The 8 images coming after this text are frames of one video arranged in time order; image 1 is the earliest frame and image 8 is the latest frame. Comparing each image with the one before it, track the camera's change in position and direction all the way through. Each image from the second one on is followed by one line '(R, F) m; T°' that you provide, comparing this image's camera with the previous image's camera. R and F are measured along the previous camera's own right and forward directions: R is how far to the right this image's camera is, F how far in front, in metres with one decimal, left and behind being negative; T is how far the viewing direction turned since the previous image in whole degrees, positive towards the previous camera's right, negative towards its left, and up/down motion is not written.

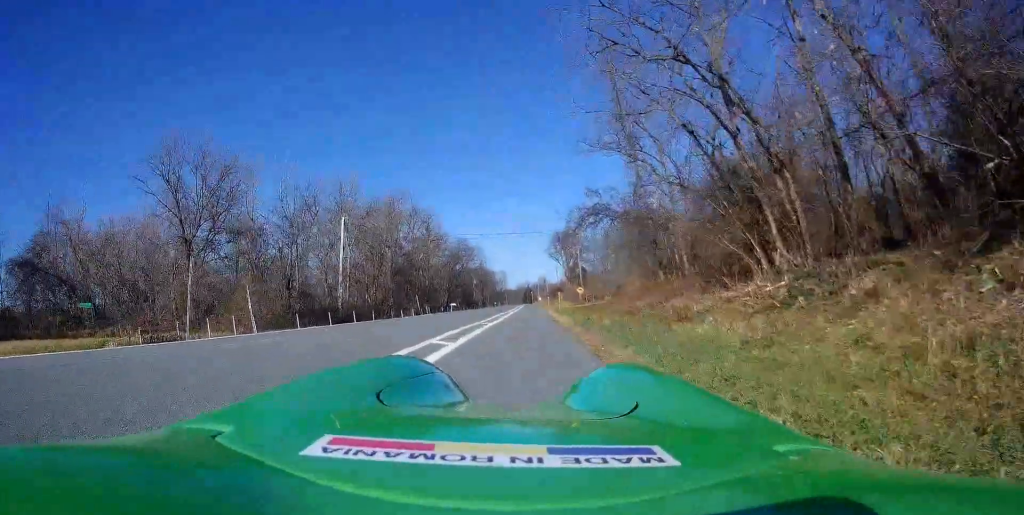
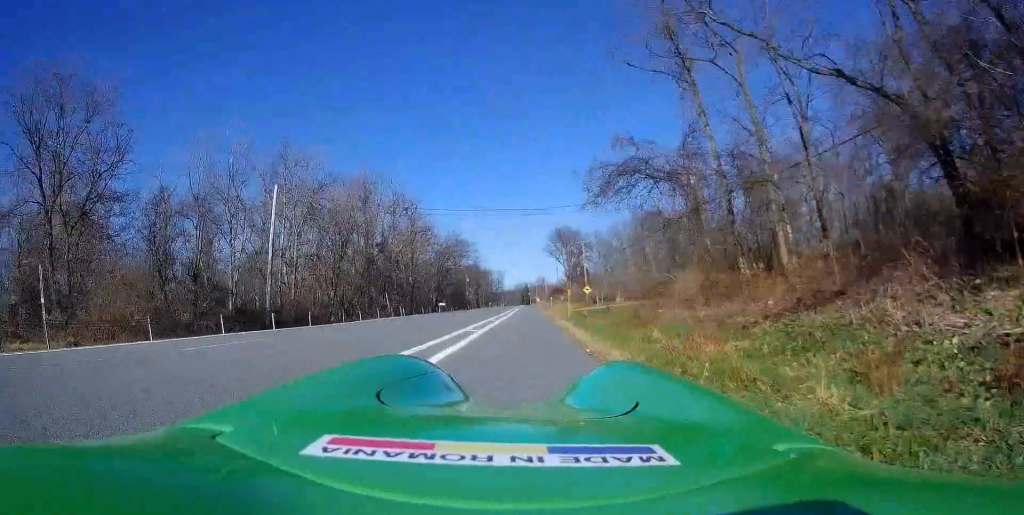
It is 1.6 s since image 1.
(+0.1, +12.9) m; -1°
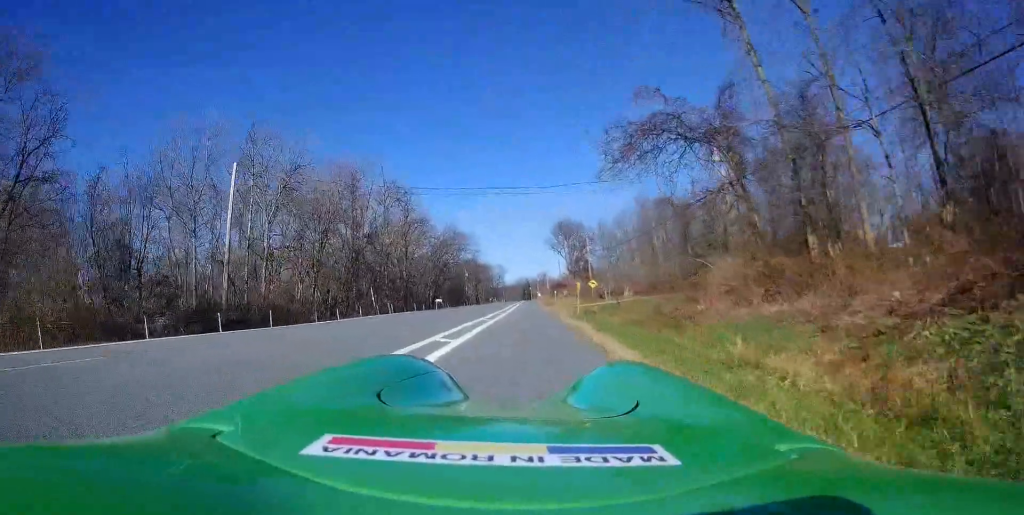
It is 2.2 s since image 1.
(-0.1, +5.3) m; +1°
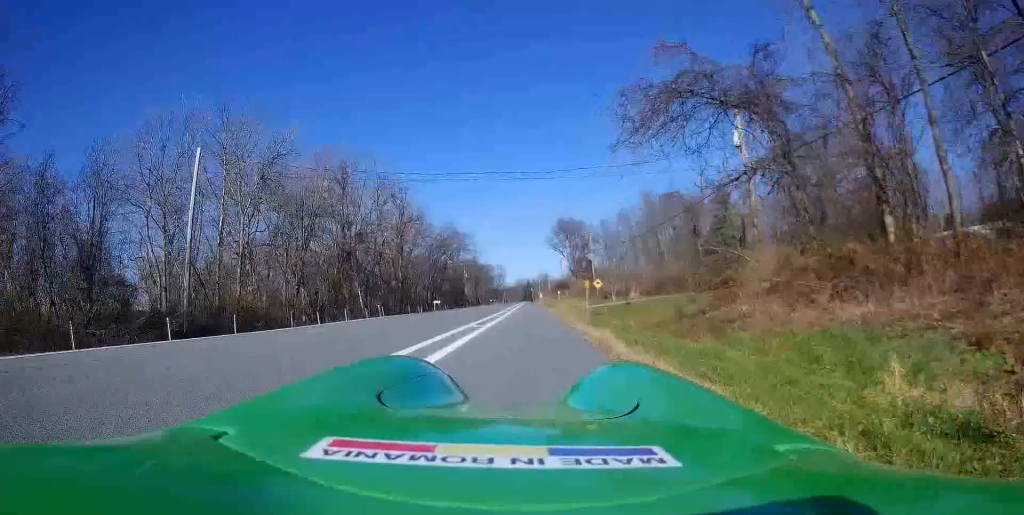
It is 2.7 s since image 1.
(-0.1, +3.6) m; +1°
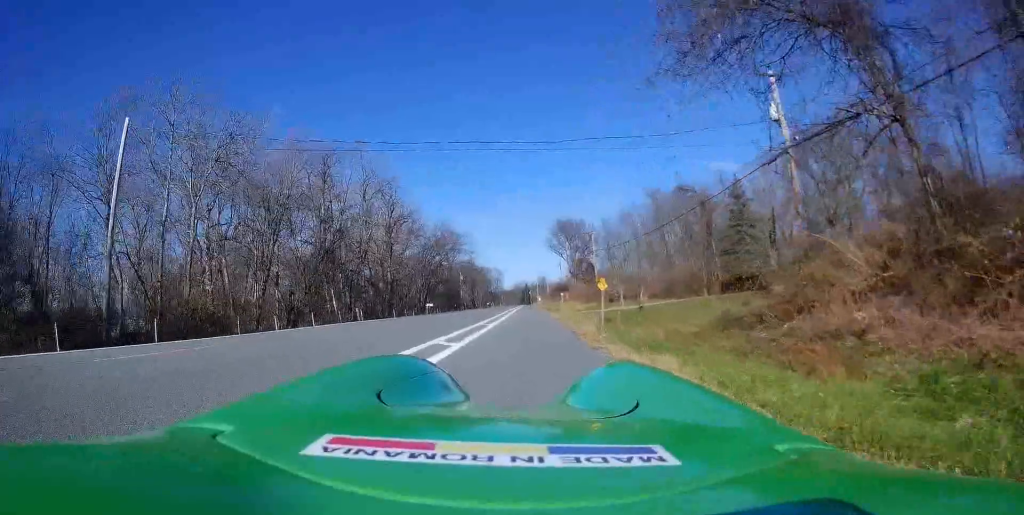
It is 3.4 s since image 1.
(+0.4, +5.6) m; -1°
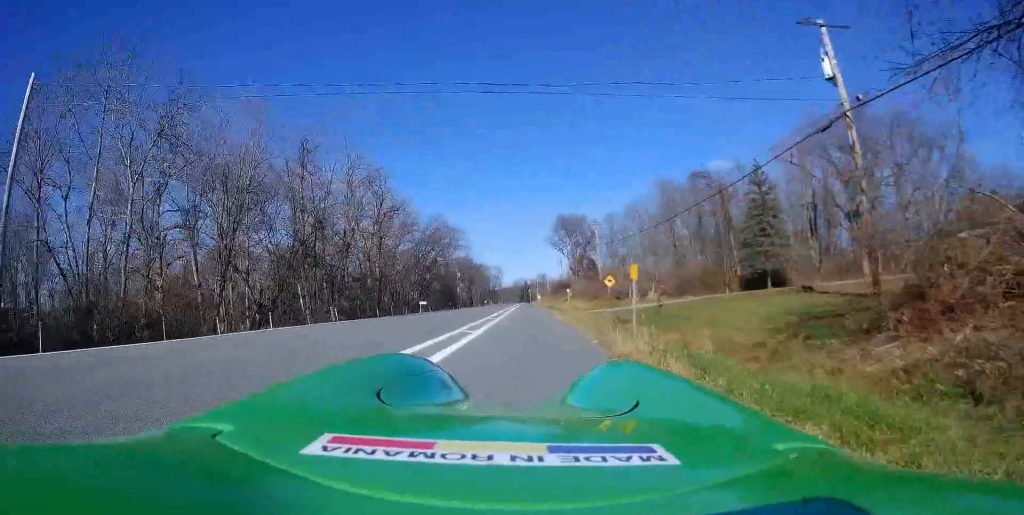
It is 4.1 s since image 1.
(-0.2, +5.7) m; -2°
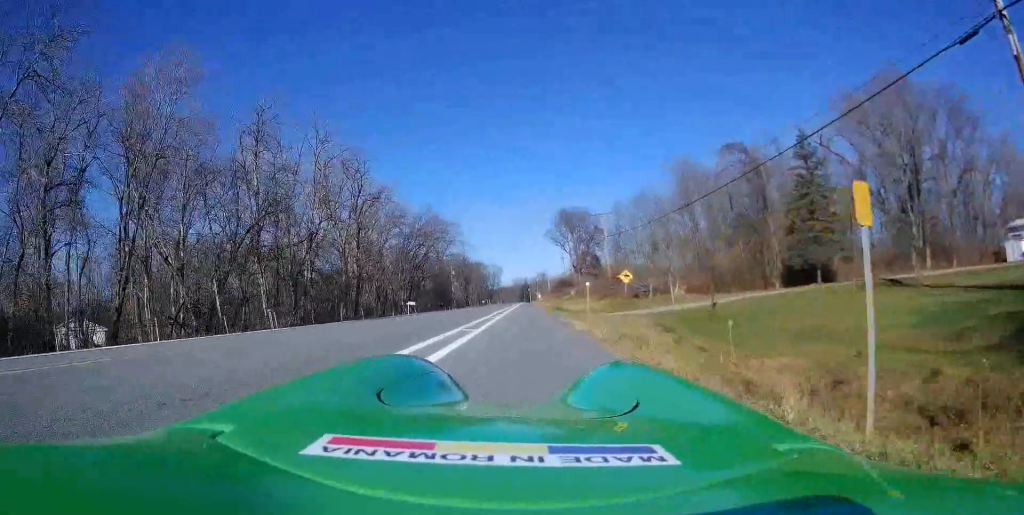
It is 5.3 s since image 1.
(-0.2, +9.4) m; -1°
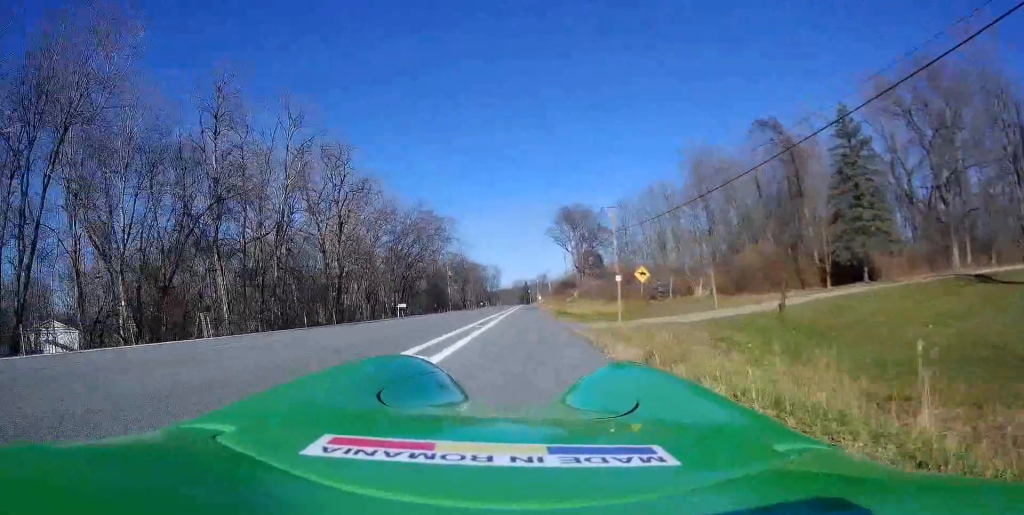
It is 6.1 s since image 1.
(0.0, +6.4) m; 0°
